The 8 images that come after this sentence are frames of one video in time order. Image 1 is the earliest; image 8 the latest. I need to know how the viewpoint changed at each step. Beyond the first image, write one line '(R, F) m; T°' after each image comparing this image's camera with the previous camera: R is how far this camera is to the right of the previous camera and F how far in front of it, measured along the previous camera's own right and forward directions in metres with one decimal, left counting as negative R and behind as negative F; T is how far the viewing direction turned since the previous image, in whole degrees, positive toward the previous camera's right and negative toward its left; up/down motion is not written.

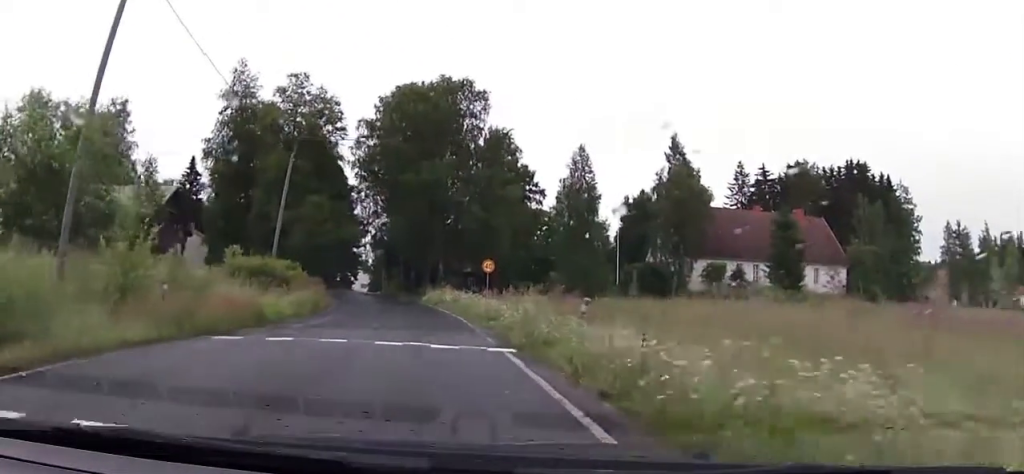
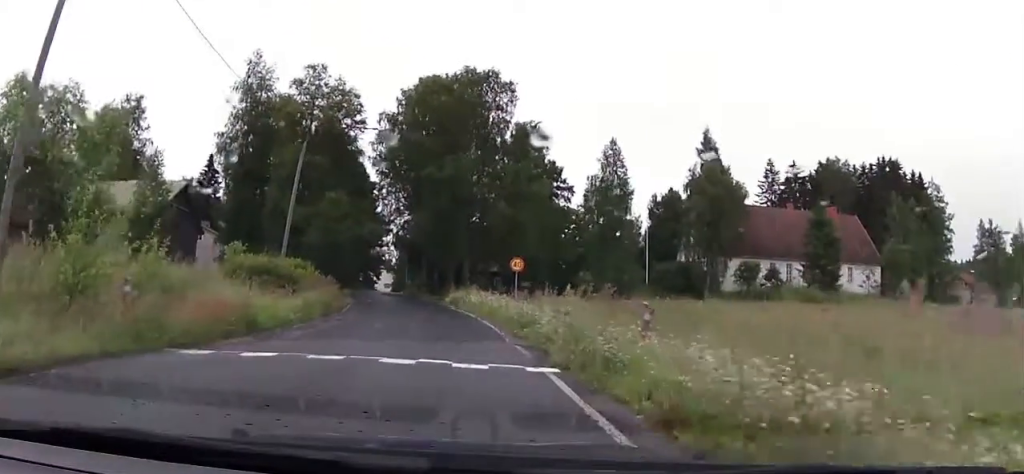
(0.0, +3.1) m; 0°
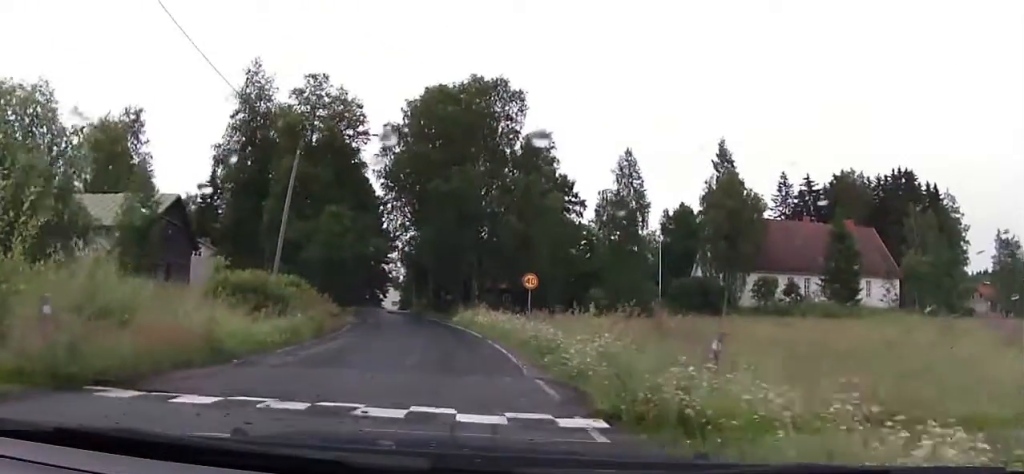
(0.0, +3.1) m; 0°
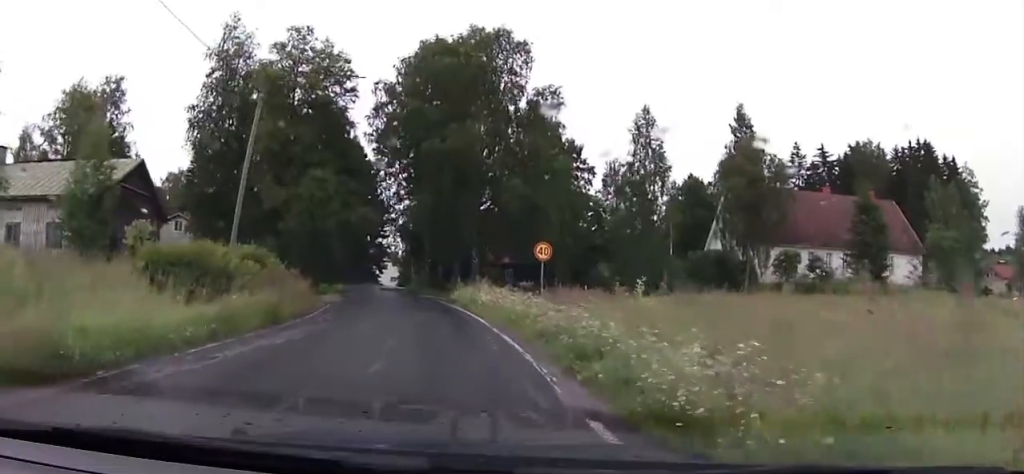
(0.0, +5.8) m; 0°
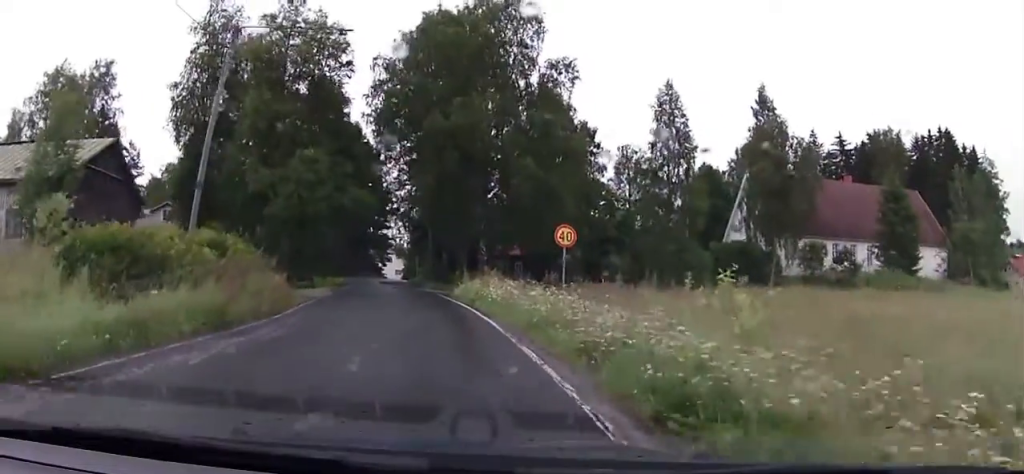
(0.0, +4.3) m; +3°
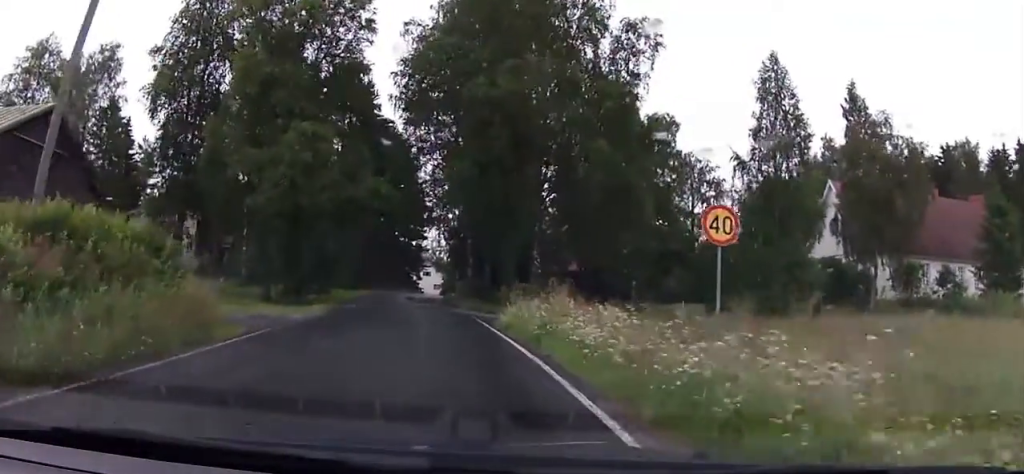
(+0.5, +10.0) m; 0°
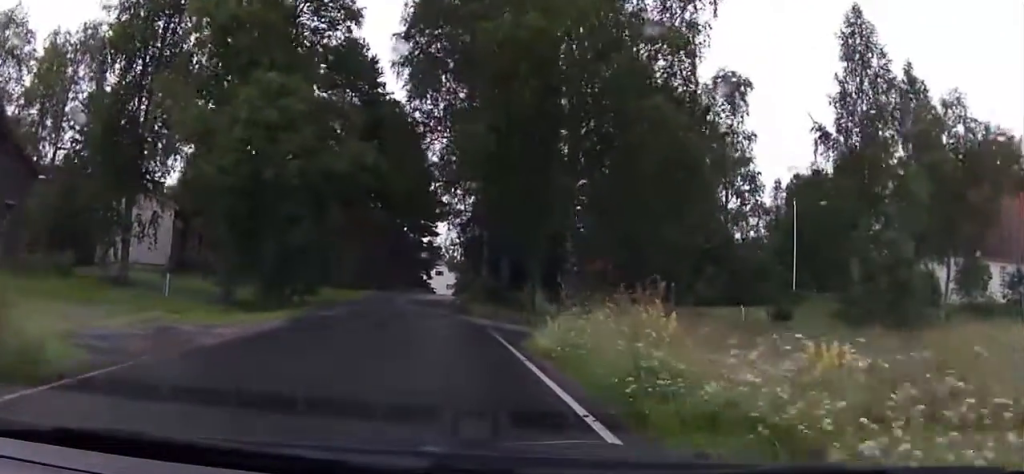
(-0.5, +7.6) m; -10°
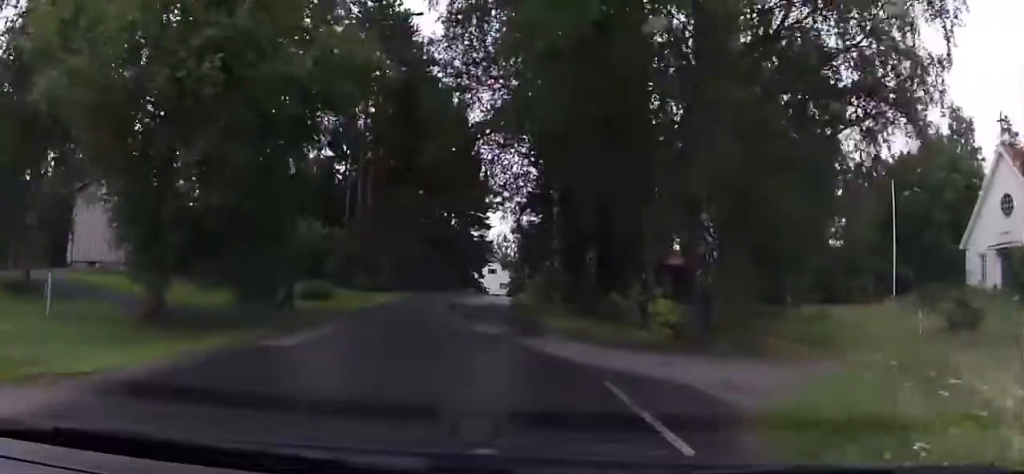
(-2.3, +11.0) m; -15°
